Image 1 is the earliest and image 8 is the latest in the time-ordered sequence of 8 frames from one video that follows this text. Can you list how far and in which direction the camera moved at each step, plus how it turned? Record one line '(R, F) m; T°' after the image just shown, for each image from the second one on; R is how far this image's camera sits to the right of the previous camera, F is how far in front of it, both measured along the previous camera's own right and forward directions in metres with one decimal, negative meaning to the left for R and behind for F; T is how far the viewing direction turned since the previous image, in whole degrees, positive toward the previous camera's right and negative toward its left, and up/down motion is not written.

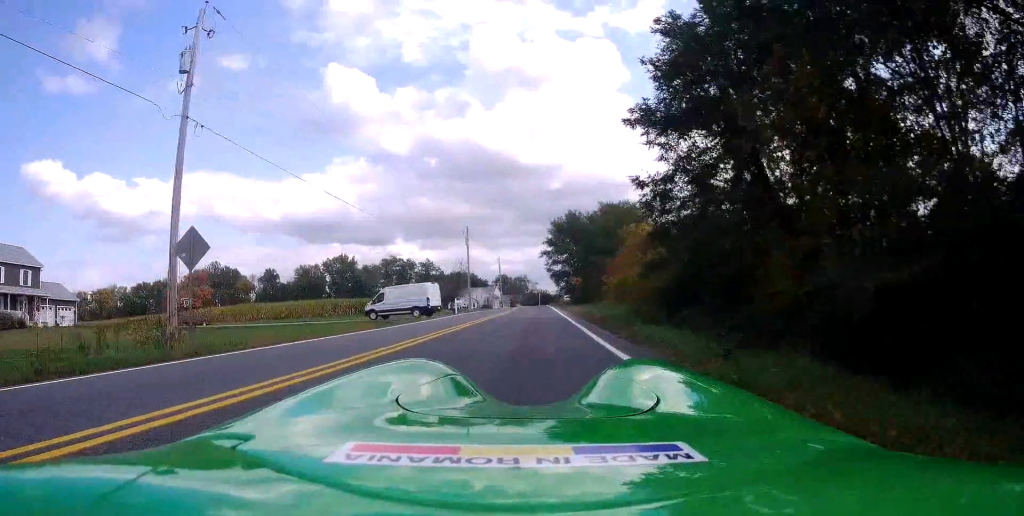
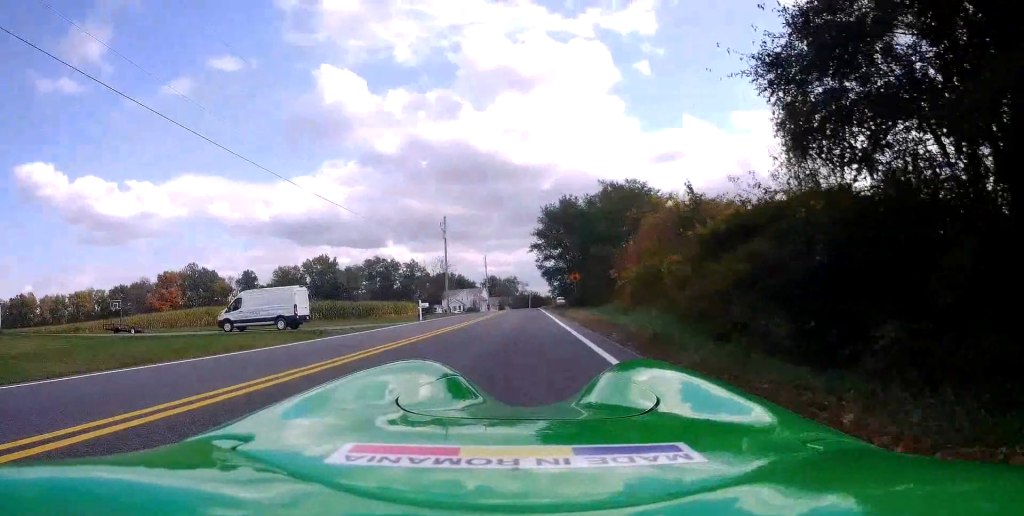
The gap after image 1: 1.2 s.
(+0.1, +8.9) m; +1°
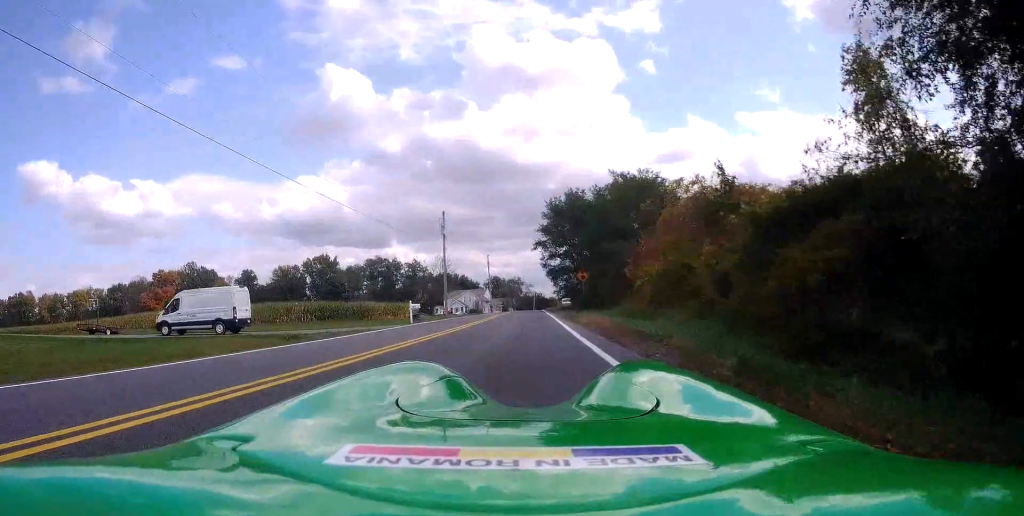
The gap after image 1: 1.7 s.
(0.0, +3.7) m; 0°
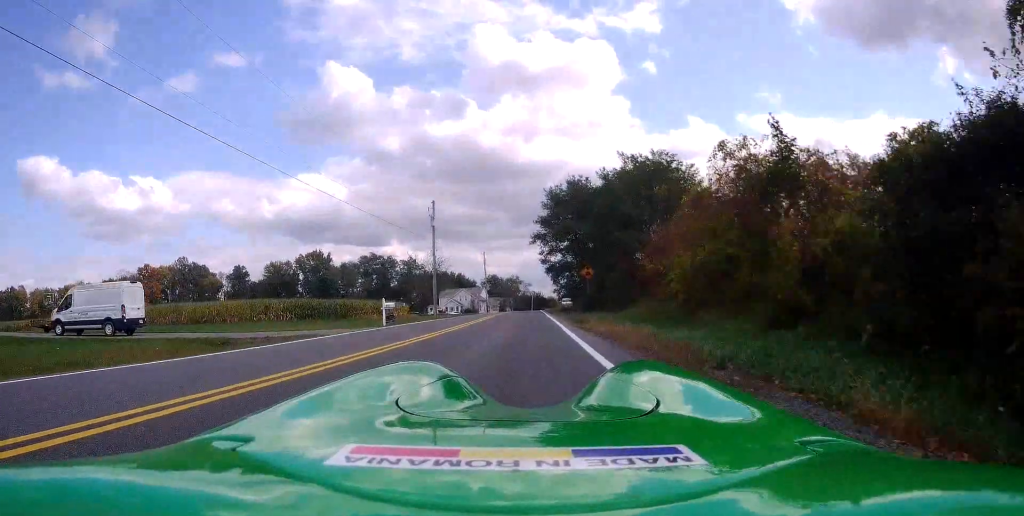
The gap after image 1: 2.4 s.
(0.0, +5.8) m; 0°
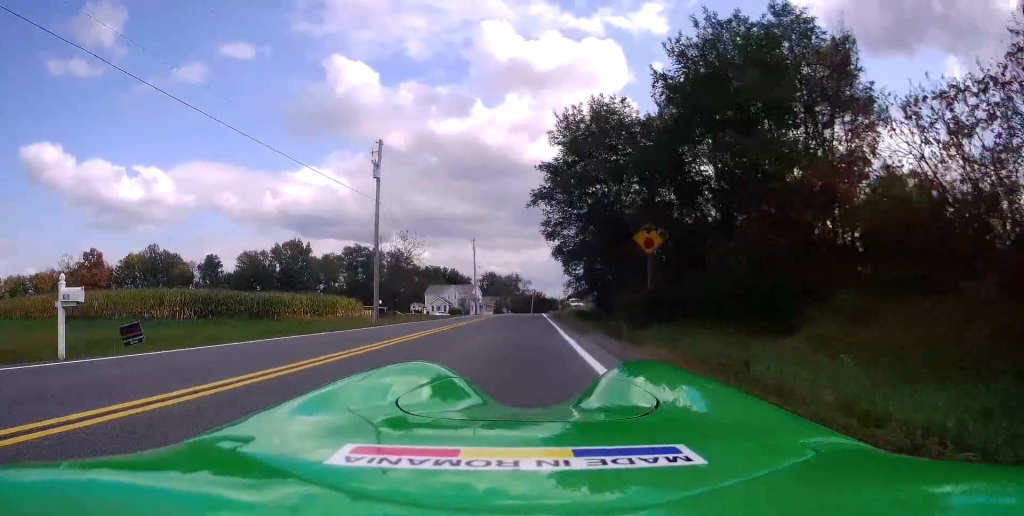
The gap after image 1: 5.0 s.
(-0.1, +24.0) m; +2°
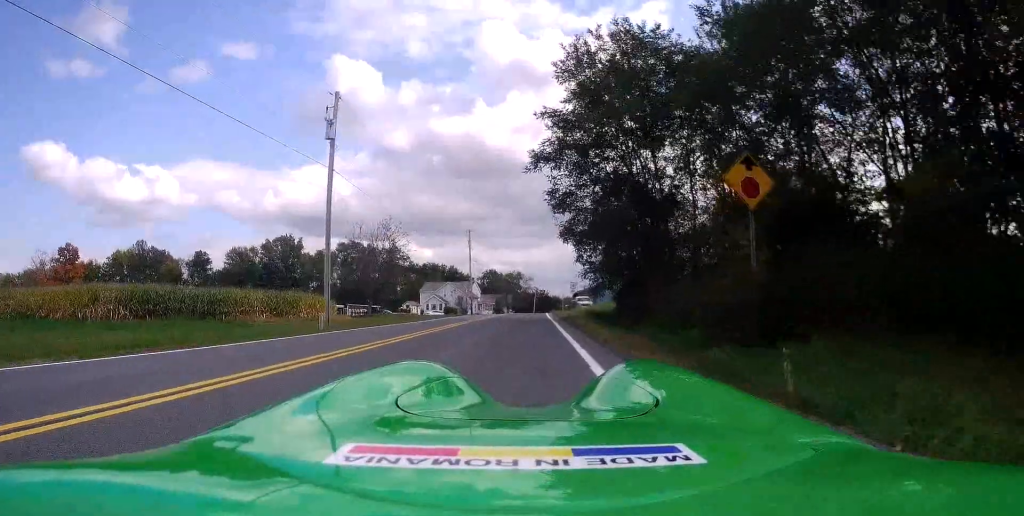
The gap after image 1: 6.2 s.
(+0.5, +9.7) m; 0°
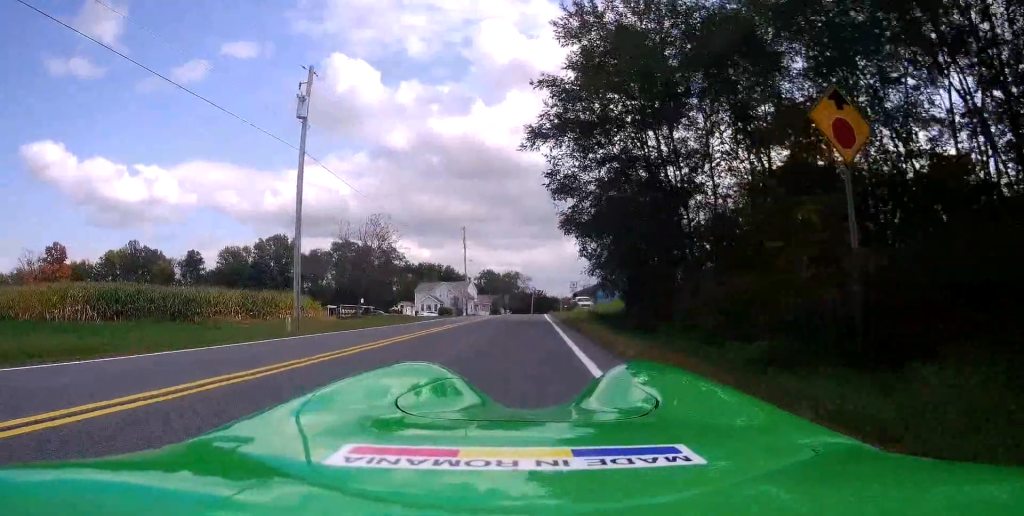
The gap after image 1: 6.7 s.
(-0.2, +3.4) m; -2°
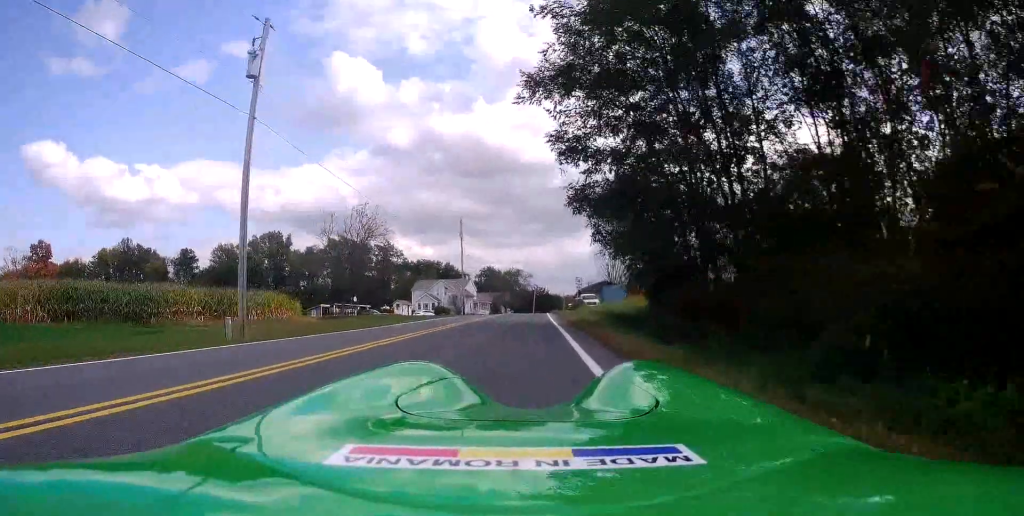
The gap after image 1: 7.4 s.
(-0.2, +5.2) m; -2°
